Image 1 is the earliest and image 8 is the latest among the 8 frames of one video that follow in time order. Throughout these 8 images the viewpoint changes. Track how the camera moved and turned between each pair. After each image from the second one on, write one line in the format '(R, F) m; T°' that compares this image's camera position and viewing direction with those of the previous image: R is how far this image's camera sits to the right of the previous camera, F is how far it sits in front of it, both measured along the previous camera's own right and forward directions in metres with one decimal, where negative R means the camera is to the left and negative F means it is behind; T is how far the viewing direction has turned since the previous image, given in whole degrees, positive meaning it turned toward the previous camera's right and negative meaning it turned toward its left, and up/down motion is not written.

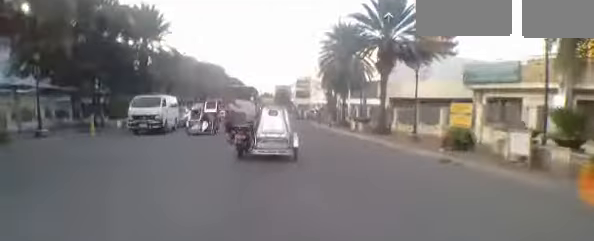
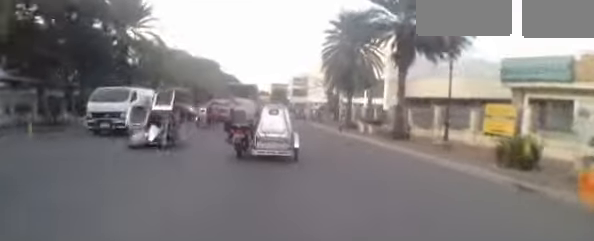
(-0.1, +3.8) m; -1°
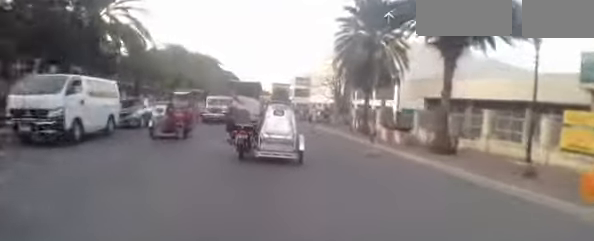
(-0.2, +4.4) m; -1°
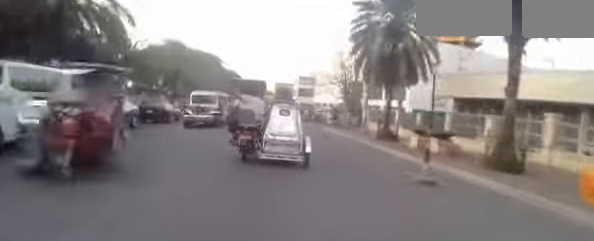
(+0.1, +3.6) m; 0°
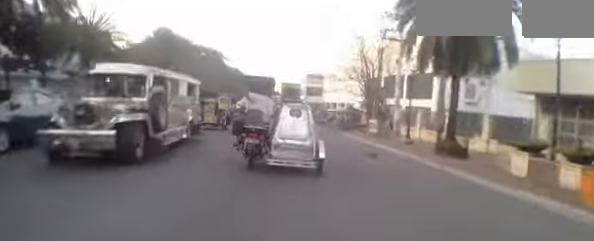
(+0.1, +5.9) m; 0°
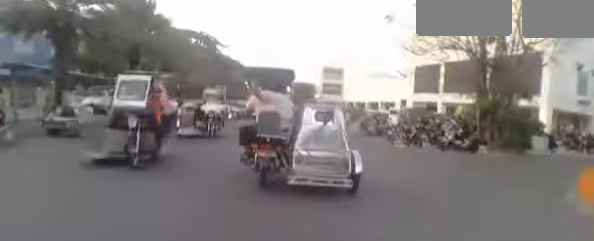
(-0.5, +16.1) m; +3°
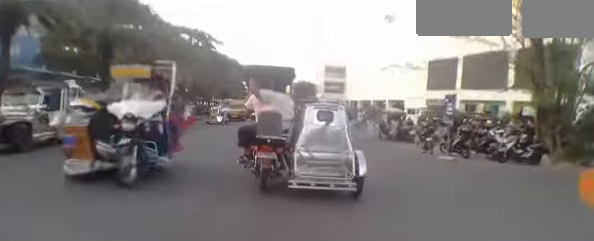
(+0.3, +3.6) m; +1°
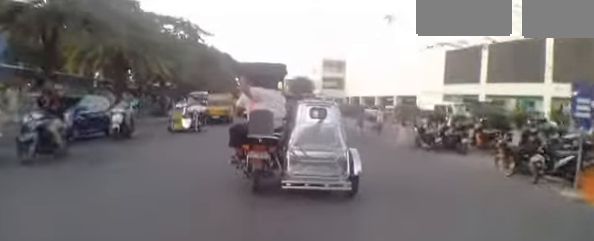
(0.0, +4.8) m; -5°
